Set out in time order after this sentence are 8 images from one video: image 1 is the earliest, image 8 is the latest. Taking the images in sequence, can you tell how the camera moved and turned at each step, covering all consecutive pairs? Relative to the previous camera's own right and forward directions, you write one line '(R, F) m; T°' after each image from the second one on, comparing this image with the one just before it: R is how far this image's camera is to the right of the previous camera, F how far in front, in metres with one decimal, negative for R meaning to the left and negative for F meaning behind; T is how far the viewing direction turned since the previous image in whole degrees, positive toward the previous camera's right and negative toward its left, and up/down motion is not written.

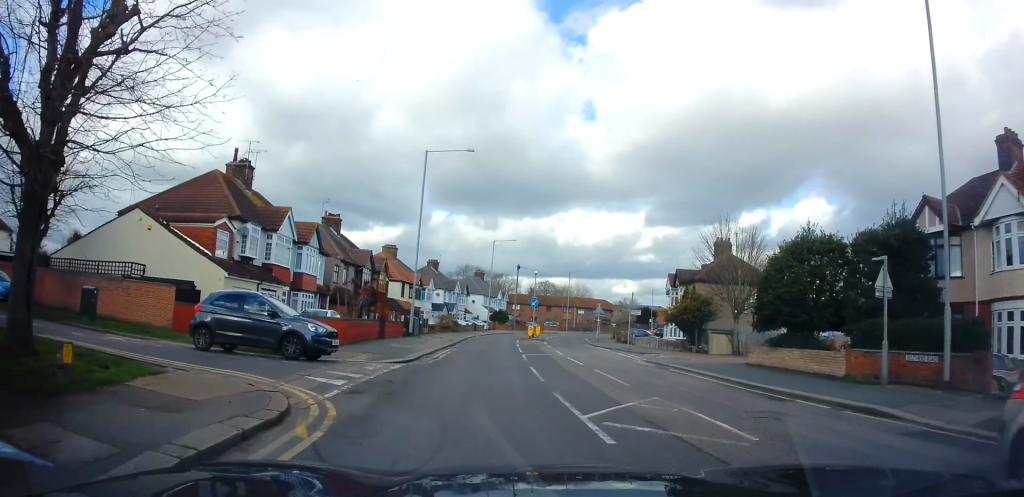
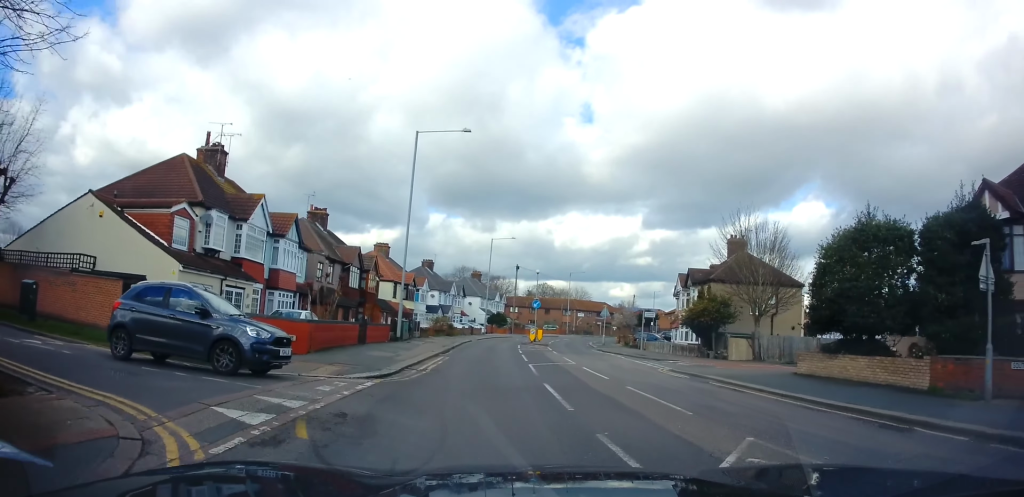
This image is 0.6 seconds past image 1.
(0.0, +3.3) m; -1°
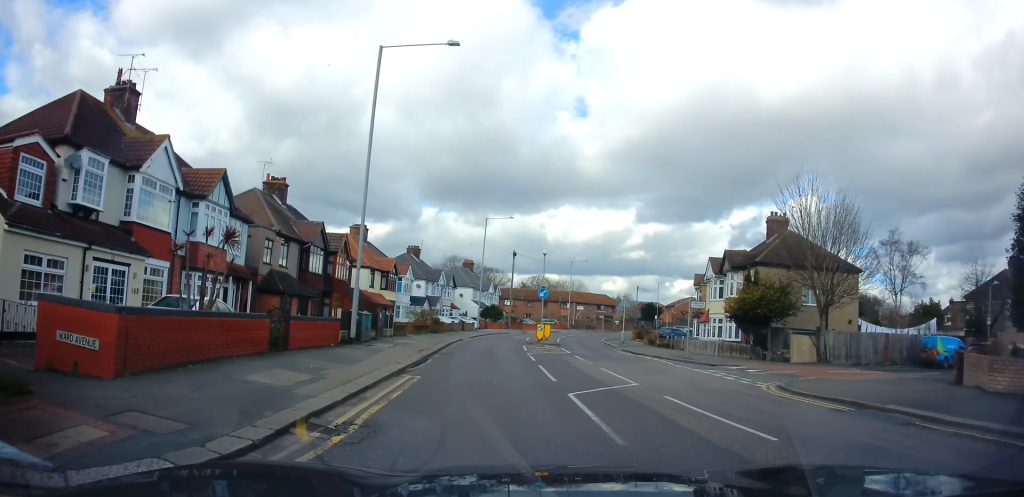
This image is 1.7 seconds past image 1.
(-0.1, +8.1) m; +2°
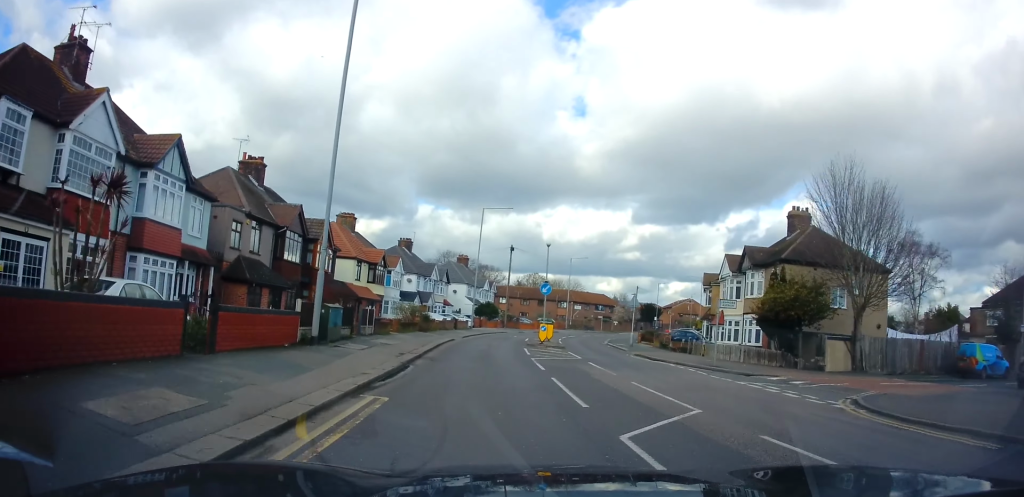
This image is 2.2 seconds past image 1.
(+0.2, +3.6) m; 0°
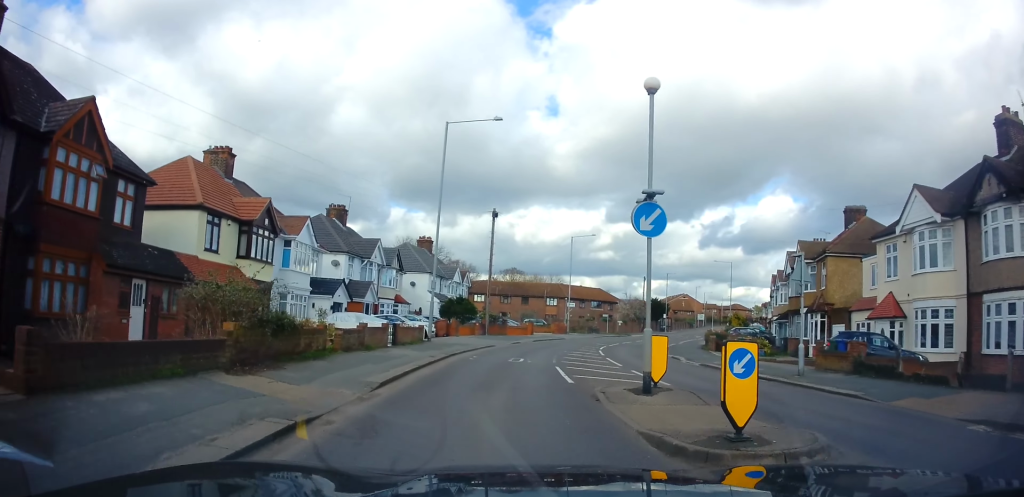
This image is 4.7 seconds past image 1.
(+0.4, +21.2) m; +4°
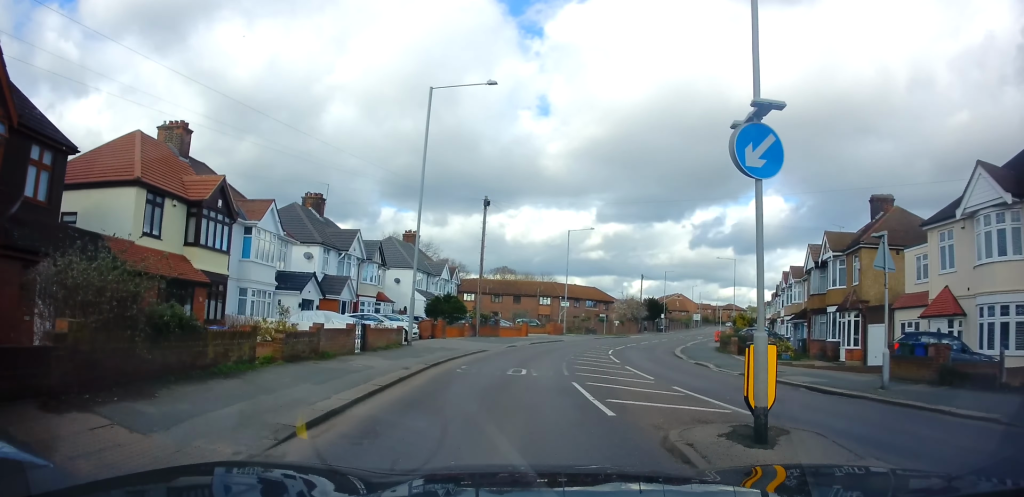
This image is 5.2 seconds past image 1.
(0.0, +4.1) m; +1°
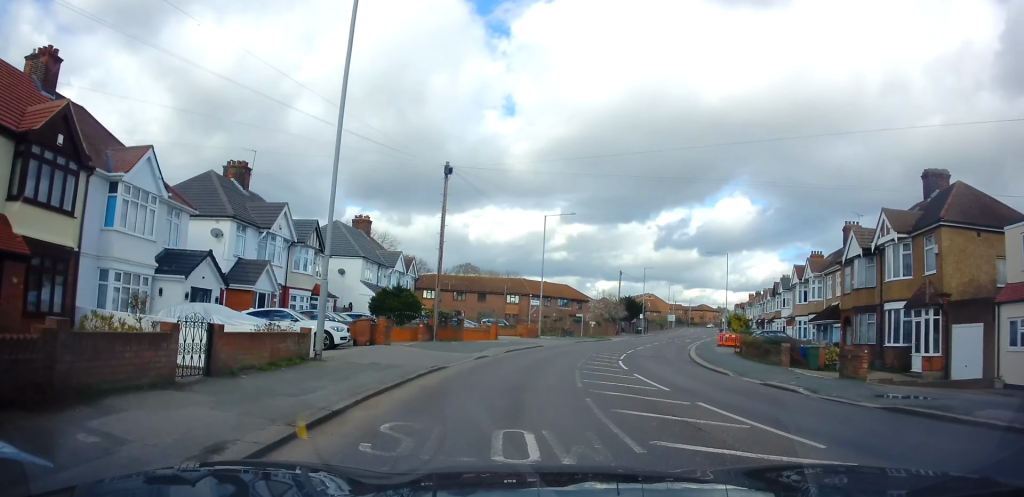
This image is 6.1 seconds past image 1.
(+0.2, +8.2) m; +5°
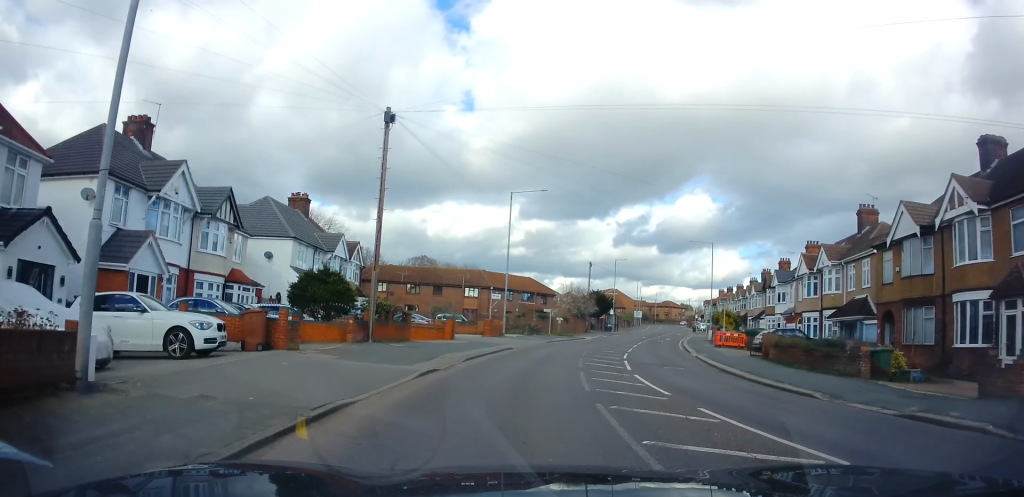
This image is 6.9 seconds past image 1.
(+0.4, +7.0) m; +4°
